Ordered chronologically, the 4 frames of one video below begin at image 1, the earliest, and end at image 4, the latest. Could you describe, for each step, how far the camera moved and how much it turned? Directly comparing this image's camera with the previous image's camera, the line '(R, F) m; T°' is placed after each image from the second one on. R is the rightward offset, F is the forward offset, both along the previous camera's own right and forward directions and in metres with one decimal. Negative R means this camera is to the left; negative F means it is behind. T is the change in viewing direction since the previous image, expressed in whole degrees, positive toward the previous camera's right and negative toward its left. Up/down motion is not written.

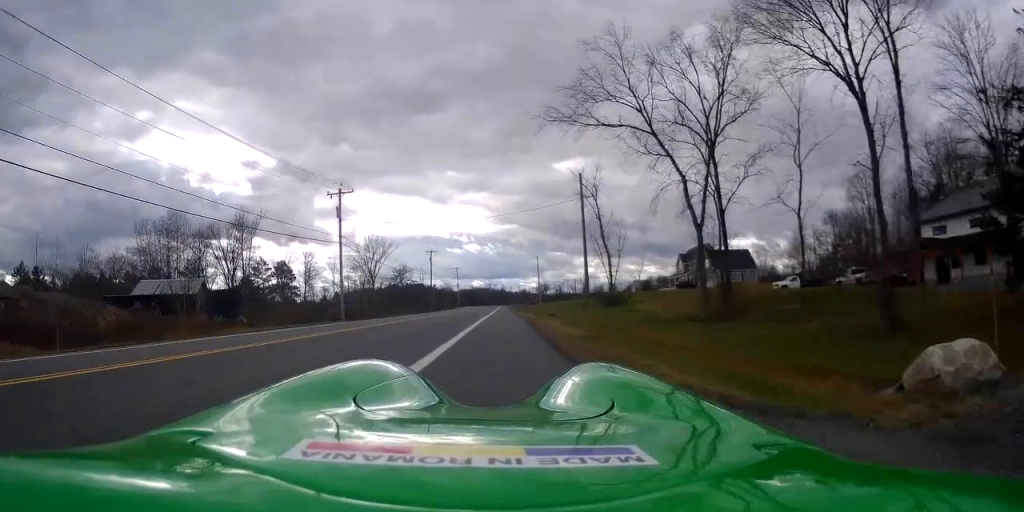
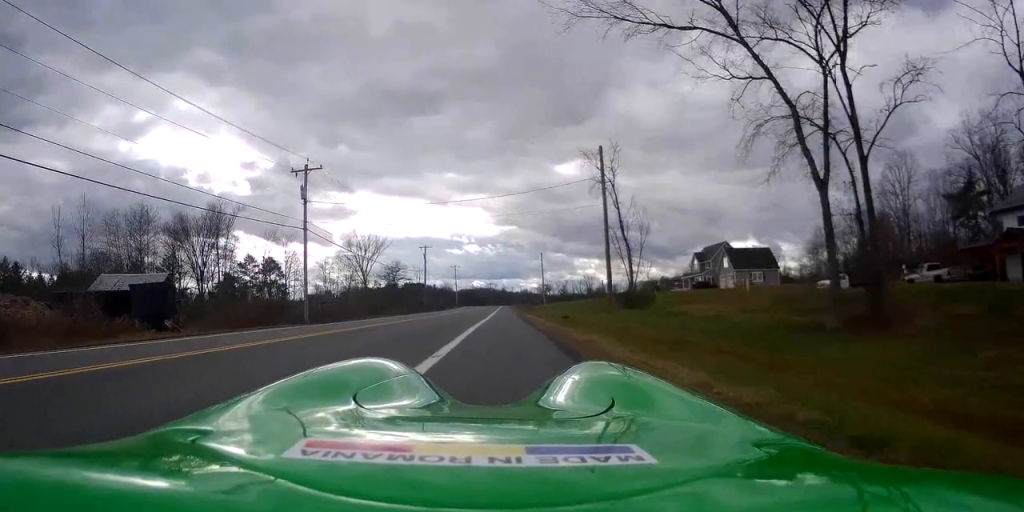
(+0.5, +10.0) m; +1°
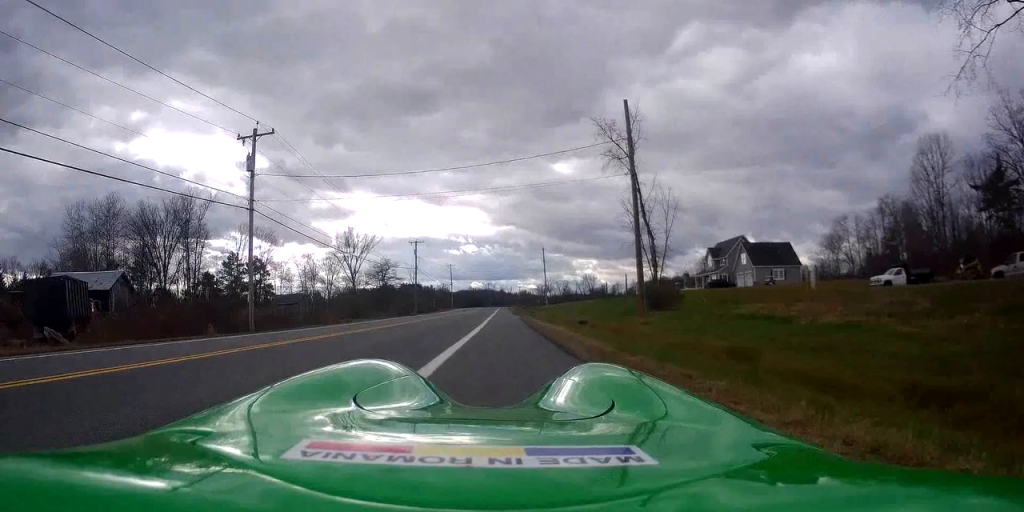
(-0.3, +9.4) m; -1°
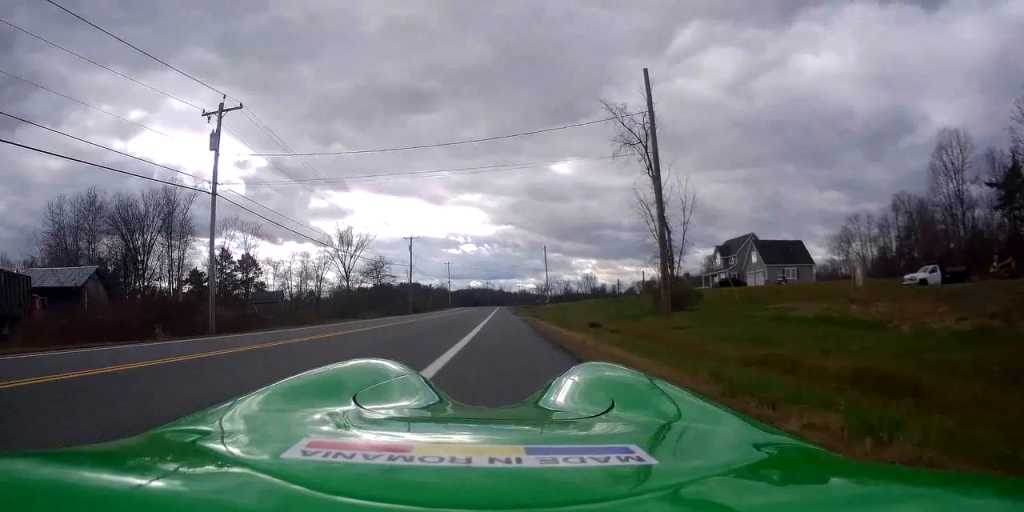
(+0.2, +4.6) m; 0°
